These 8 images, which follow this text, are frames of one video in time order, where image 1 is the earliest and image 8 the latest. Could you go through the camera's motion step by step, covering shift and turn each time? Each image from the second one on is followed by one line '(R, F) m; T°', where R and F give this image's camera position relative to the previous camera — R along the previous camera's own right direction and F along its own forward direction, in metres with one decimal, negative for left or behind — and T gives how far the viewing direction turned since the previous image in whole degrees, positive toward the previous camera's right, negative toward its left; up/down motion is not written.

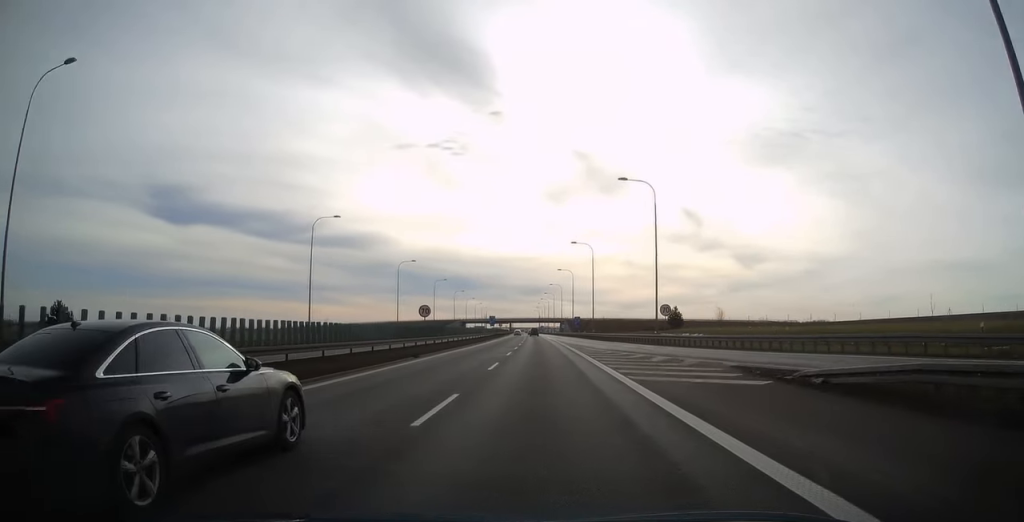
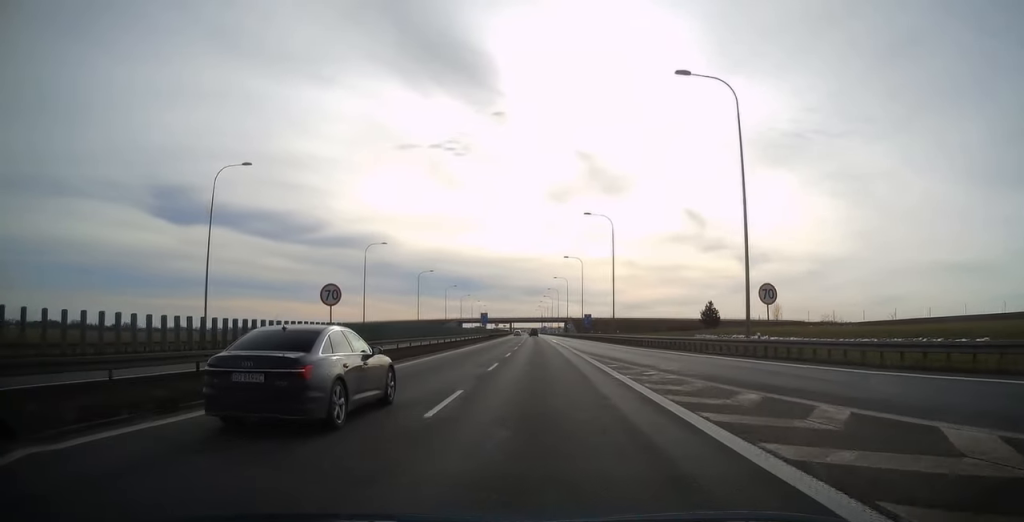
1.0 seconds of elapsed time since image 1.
(-0.1, +22.8) m; -1°
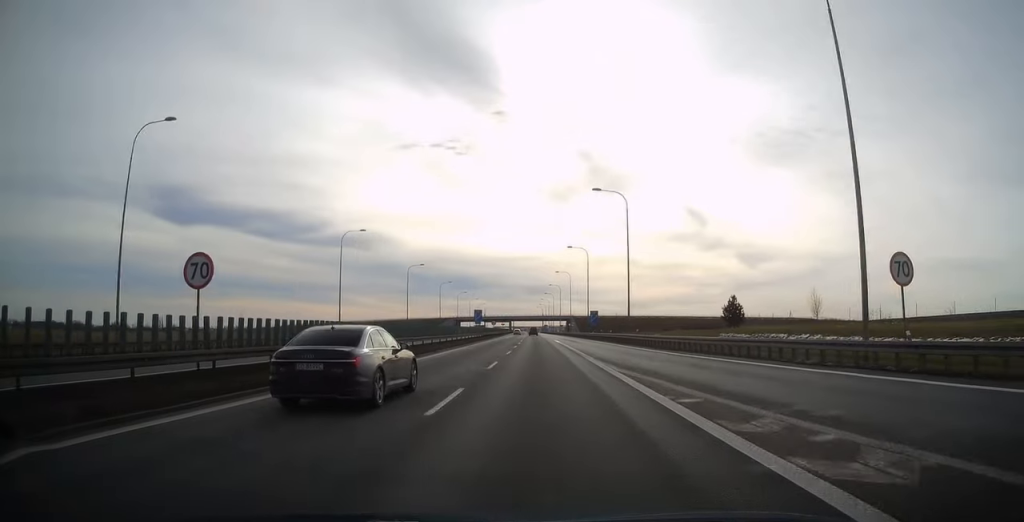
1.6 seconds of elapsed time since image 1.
(0.0, +11.2) m; 0°
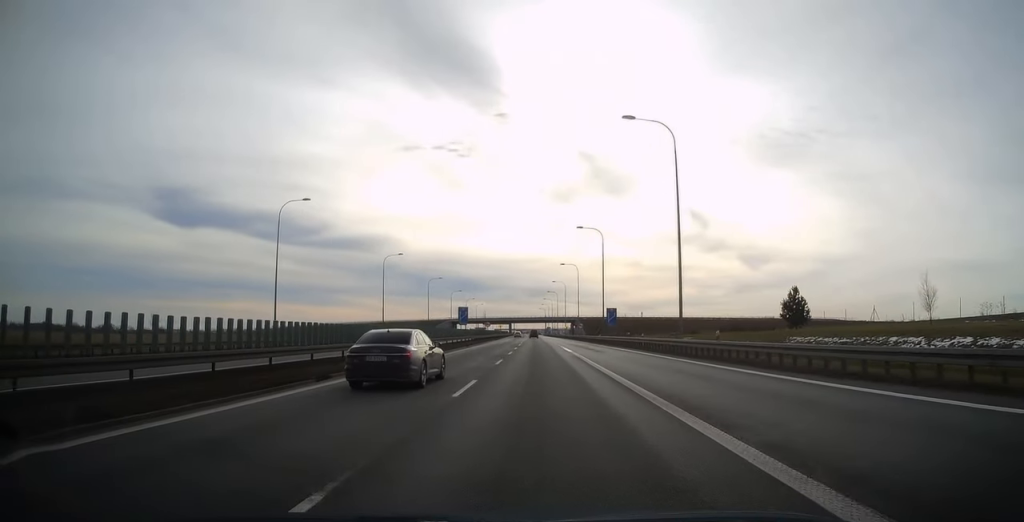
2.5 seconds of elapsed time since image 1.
(0.0, +20.3) m; 0°
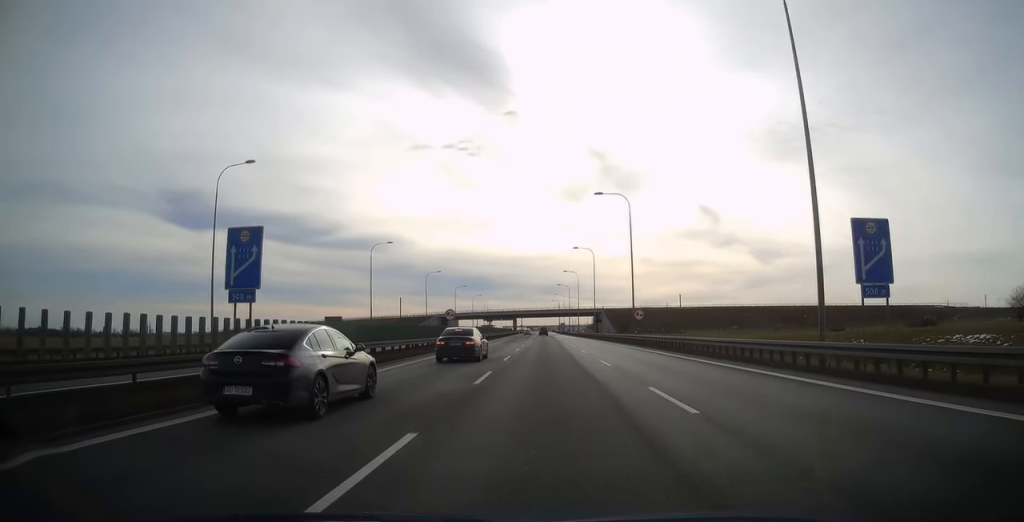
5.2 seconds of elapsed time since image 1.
(-0.5, +56.4) m; -1°
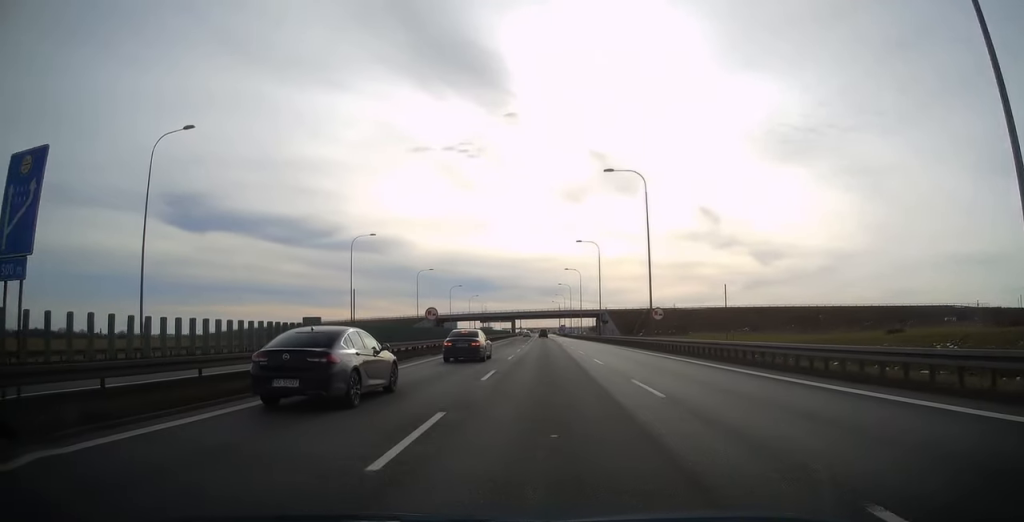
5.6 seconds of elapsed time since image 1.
(0.0, +9.3) m; 0°
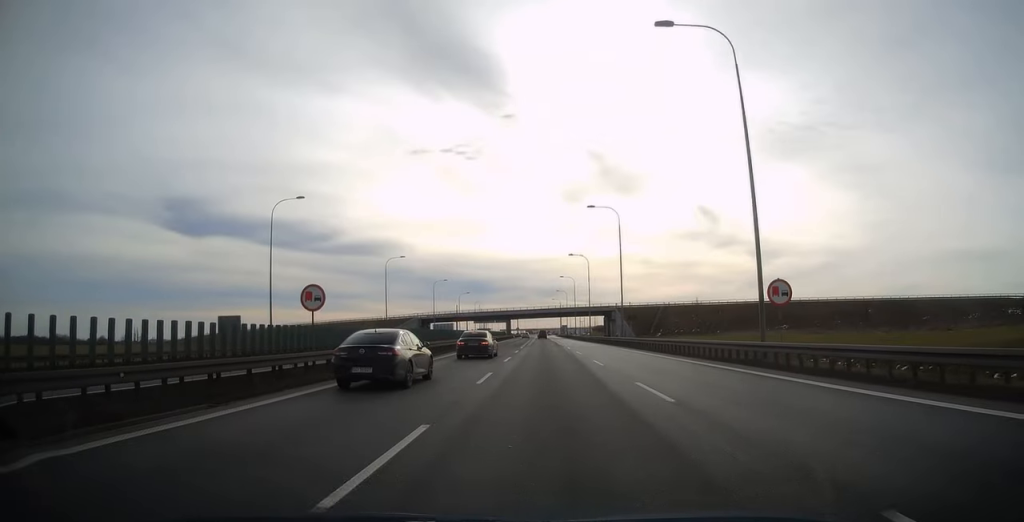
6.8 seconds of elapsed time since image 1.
(0.0, +24.6) m; 0°
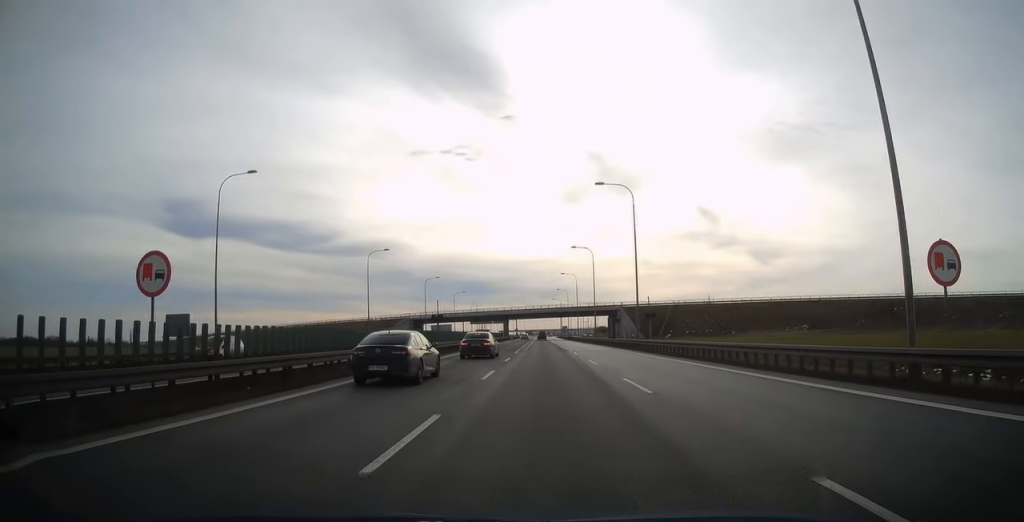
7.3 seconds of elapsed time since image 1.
(0.0, +10.2) m; 0°
